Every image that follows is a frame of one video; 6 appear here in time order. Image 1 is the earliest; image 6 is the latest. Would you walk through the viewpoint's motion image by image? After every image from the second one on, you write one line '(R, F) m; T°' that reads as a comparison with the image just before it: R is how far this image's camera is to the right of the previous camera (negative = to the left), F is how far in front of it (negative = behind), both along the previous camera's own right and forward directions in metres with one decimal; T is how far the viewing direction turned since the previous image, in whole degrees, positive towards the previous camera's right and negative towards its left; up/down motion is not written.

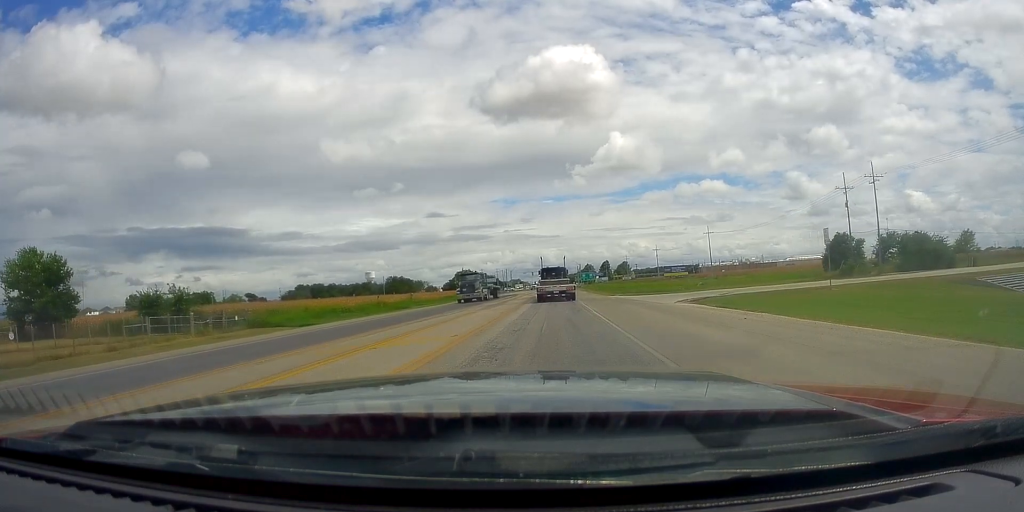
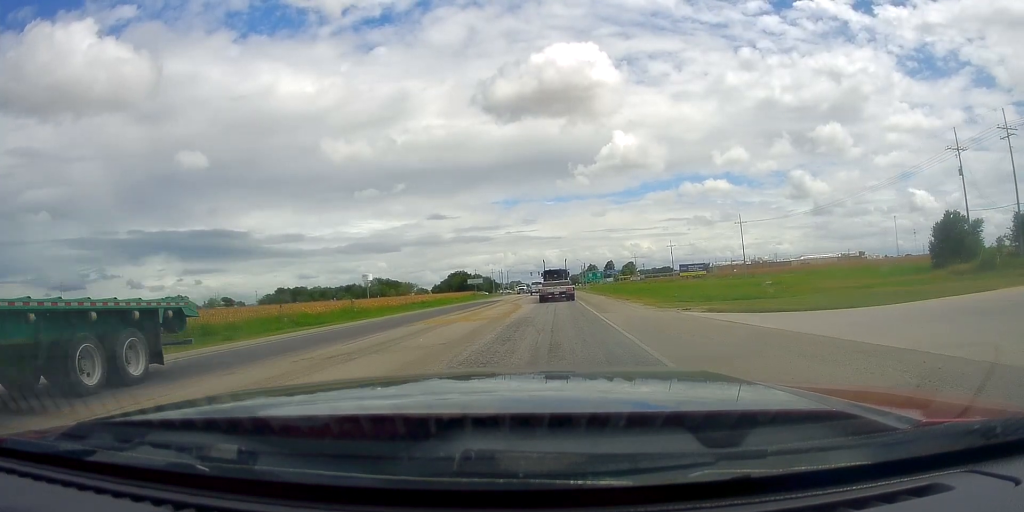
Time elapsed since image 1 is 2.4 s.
(-1.5, +28.5) m; -2°
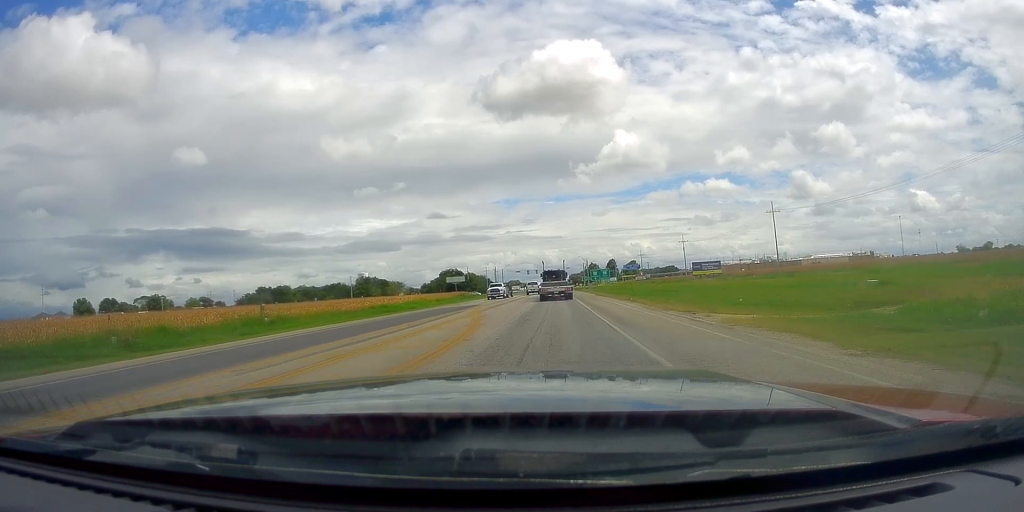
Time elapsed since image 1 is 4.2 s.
(-0.4, +20.8) m; -2°
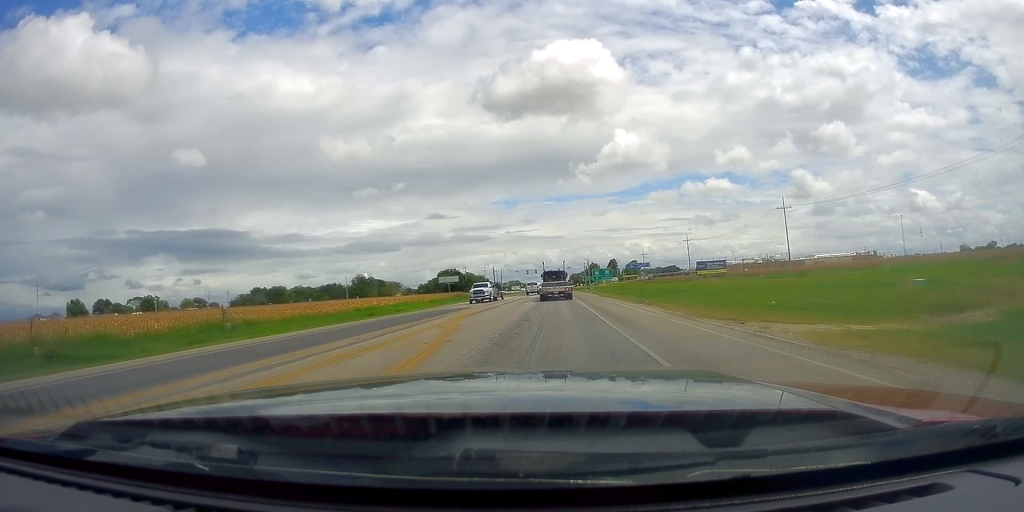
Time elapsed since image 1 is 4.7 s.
(0.0, +5.5) m; 0°
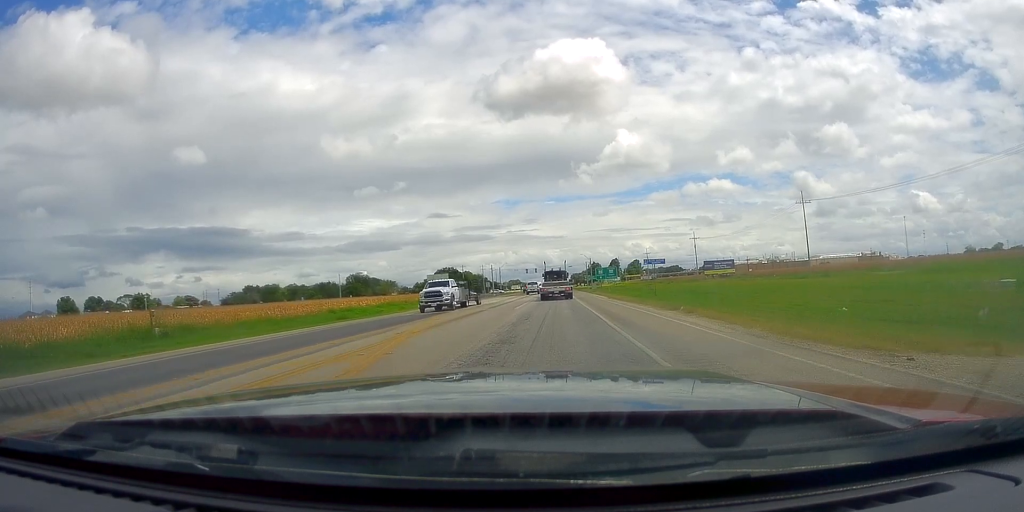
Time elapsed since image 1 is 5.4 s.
(0.0, +7.9) m; 0°
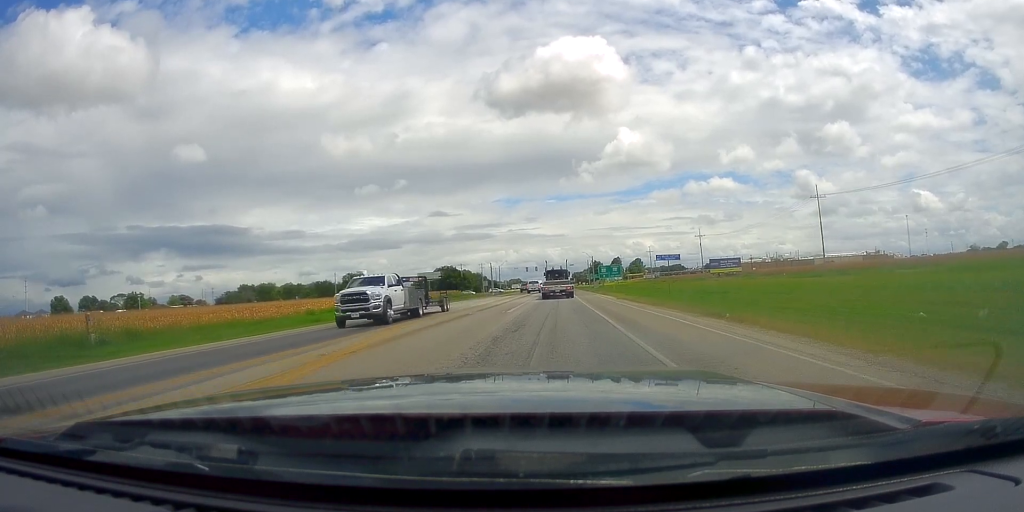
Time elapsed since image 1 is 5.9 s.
(0.0, +5.4) m; 0°
